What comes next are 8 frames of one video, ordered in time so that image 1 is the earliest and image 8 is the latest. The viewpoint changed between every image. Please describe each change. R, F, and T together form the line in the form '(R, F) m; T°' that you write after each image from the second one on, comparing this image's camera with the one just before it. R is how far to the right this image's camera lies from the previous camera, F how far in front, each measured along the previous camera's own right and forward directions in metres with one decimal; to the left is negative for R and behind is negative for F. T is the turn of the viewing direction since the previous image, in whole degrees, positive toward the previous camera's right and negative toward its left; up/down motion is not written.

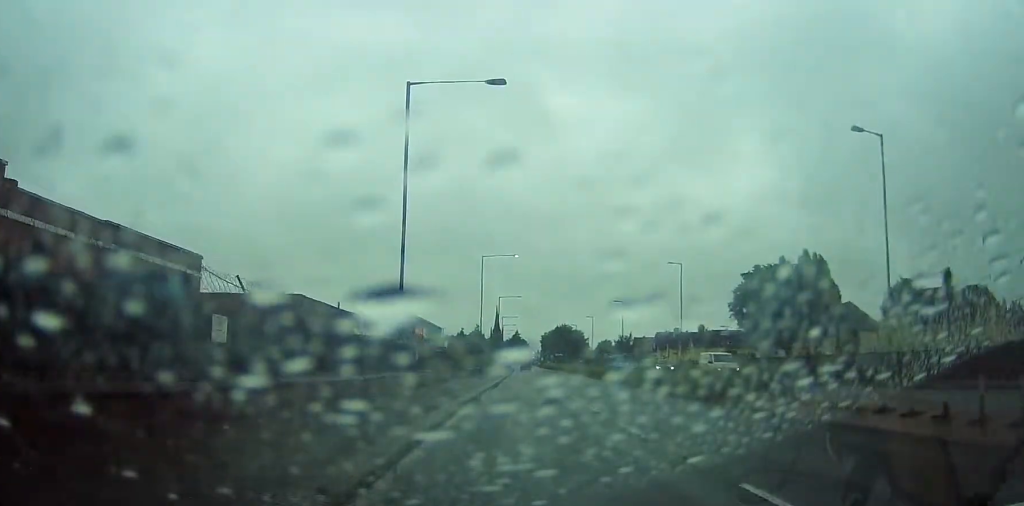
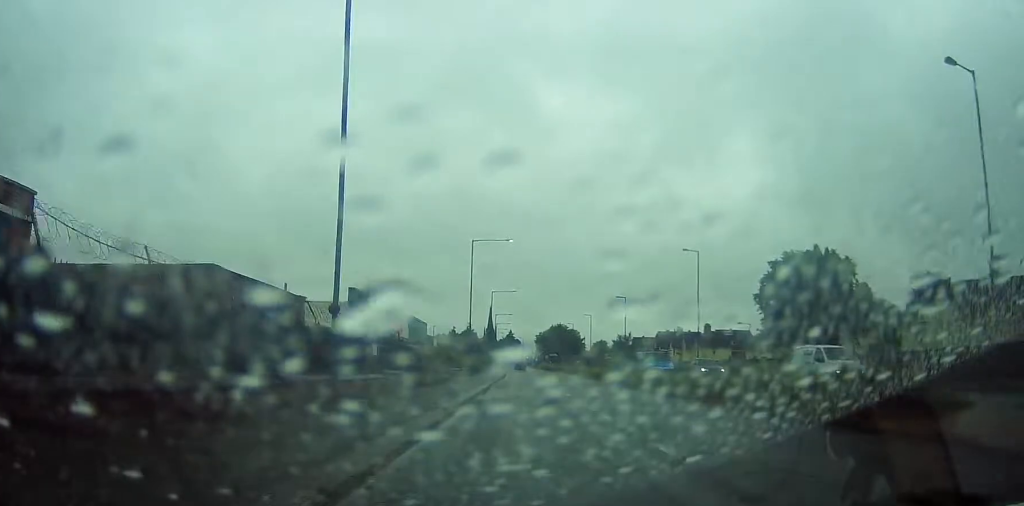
(-0.2, +8.9) m; -1°
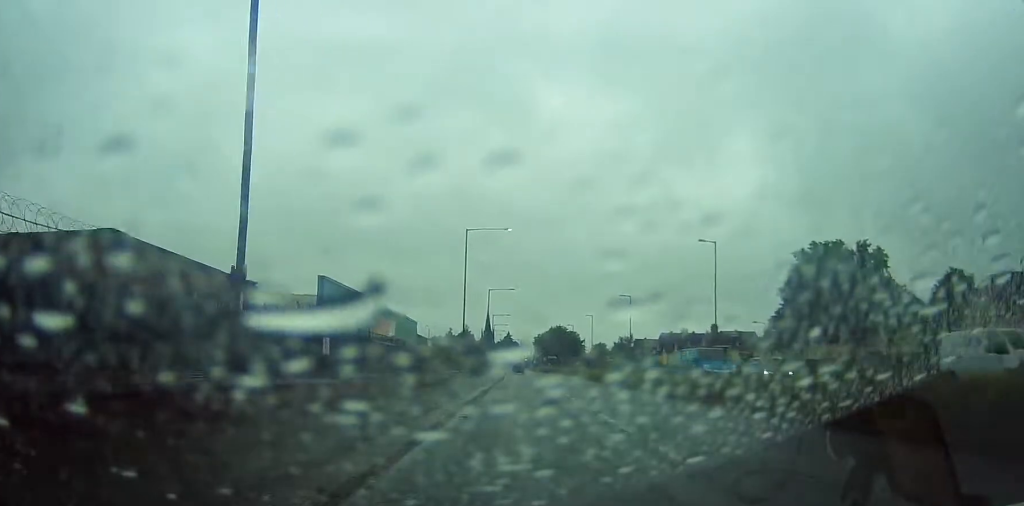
(-0.1, +6.1) m; 0°
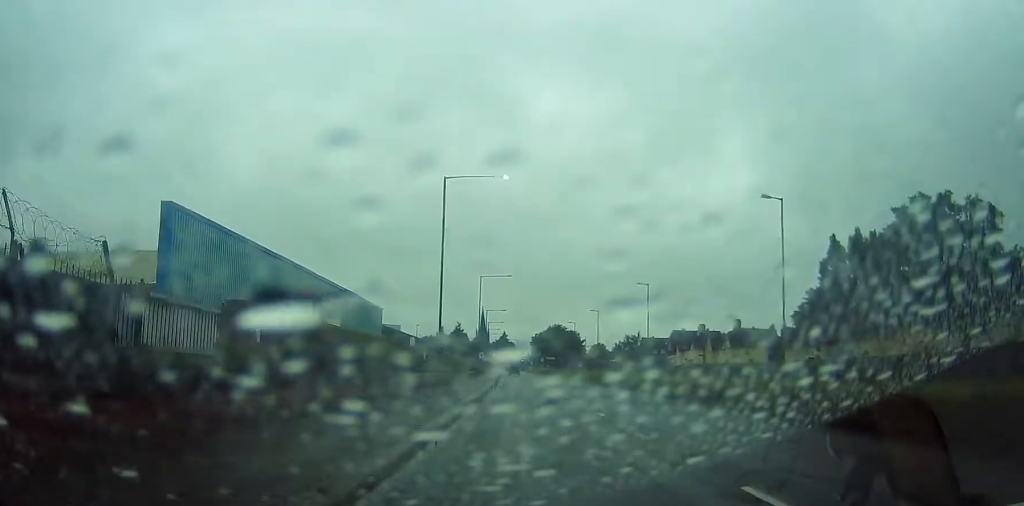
(+0.2, +16.1) m; +3°
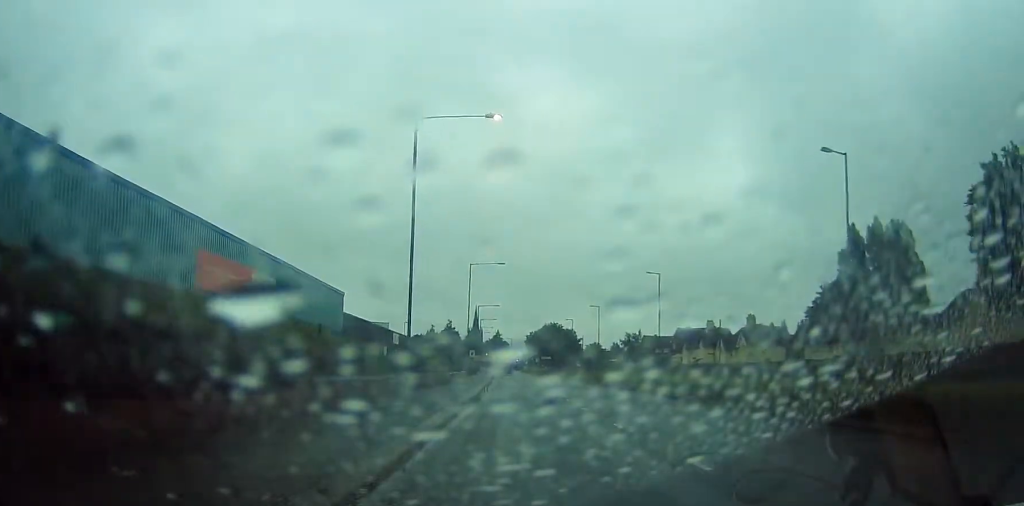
(+0.4, +9.9) m; 0°
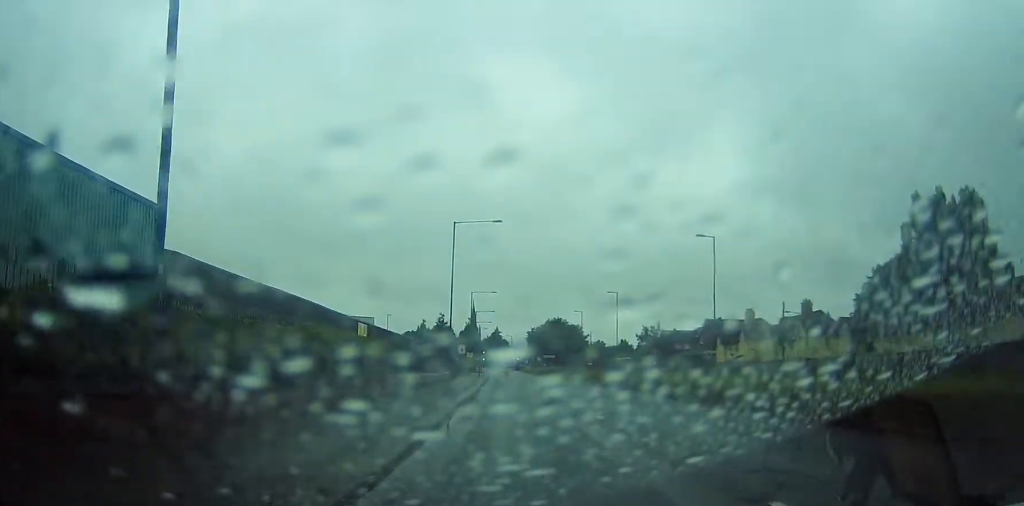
(-0.5, +21.4) m; -2°
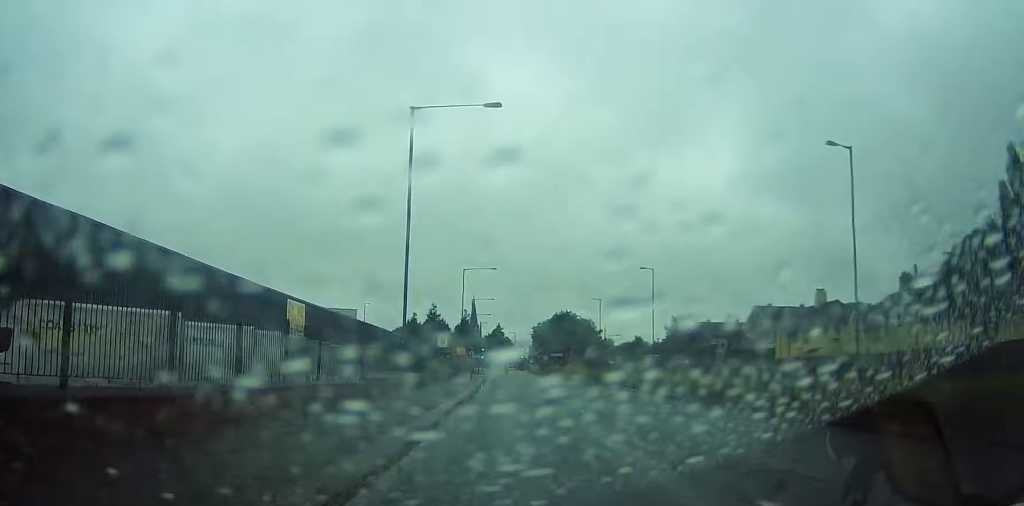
(0.0, +23.9) m; +1°
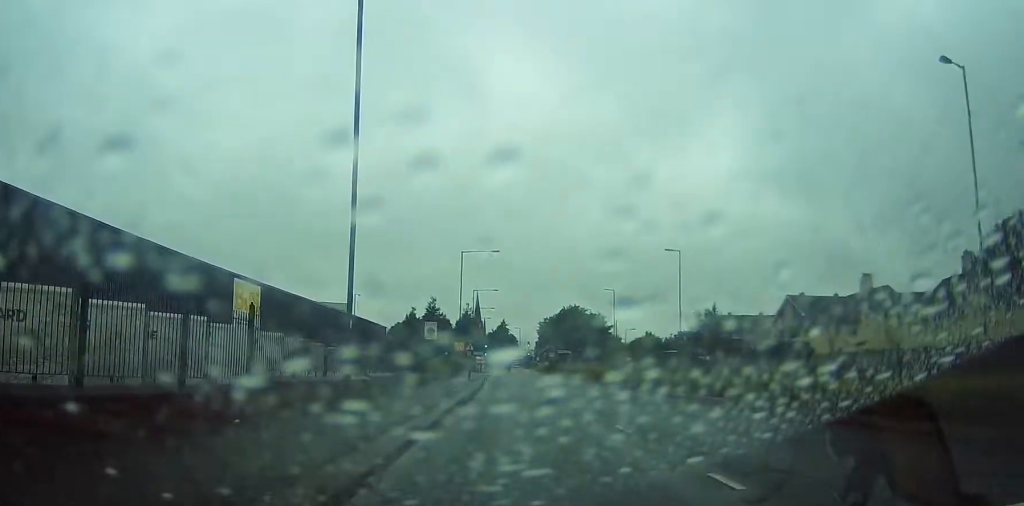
(+0.2, +10.6) m; +1°
